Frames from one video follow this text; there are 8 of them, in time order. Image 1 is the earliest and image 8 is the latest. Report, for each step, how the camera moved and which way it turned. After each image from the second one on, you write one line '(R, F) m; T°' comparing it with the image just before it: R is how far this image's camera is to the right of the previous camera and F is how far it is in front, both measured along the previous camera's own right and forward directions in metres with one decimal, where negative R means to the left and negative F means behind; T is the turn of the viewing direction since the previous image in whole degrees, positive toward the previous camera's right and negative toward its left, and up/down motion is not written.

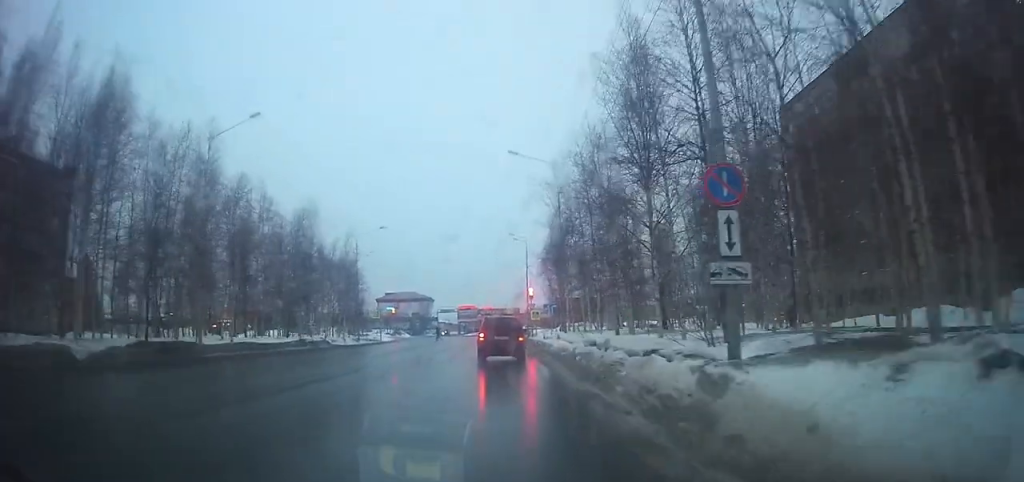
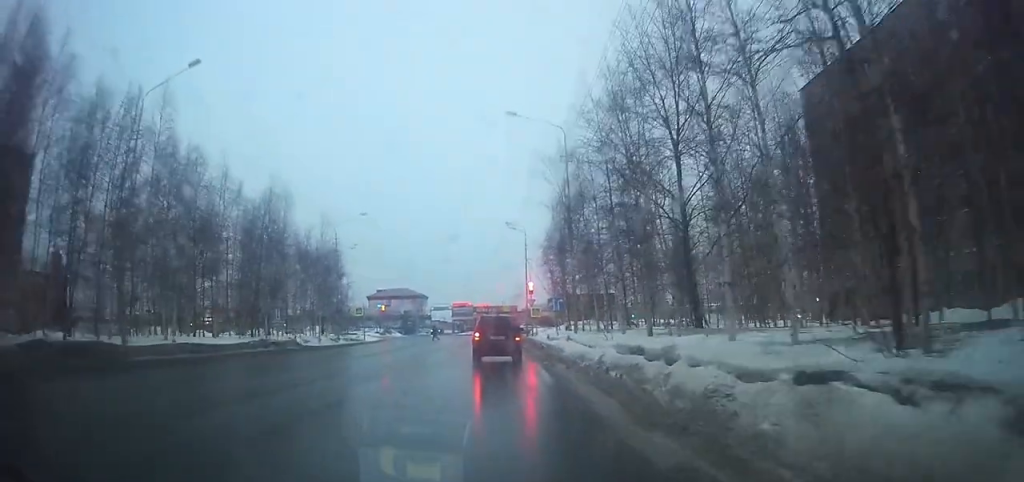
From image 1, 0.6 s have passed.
(-0.1, +7.0) m; 0°
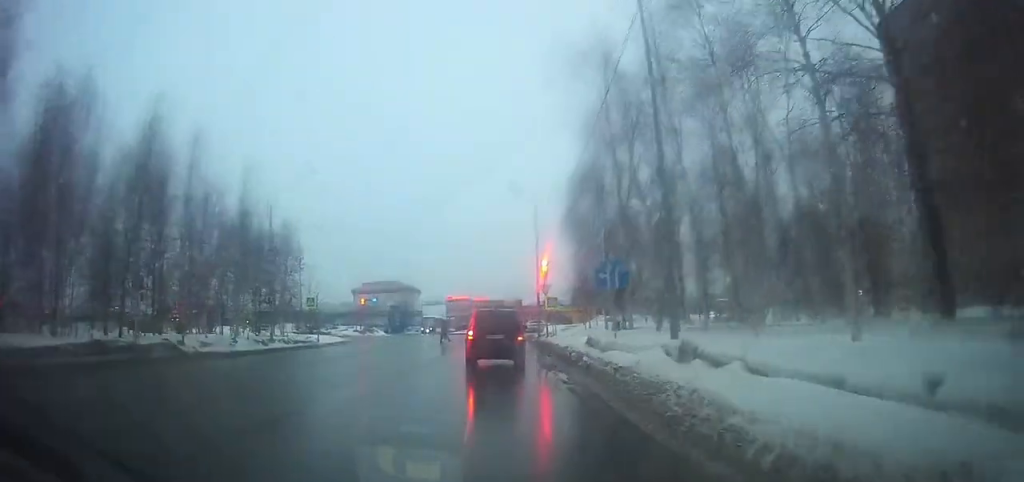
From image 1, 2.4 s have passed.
(-0.2, +19.5) m; -1°
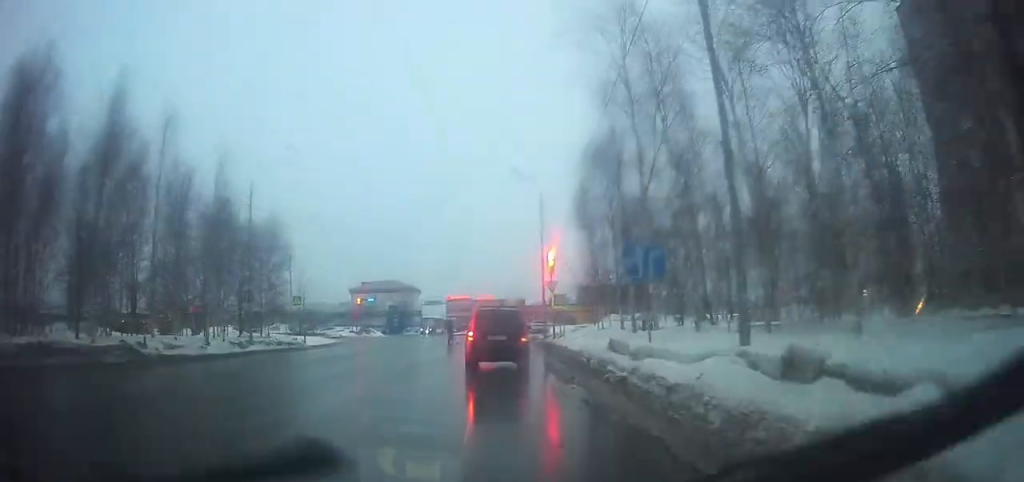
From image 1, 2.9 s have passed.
(0.0, +4.5) m; 0°
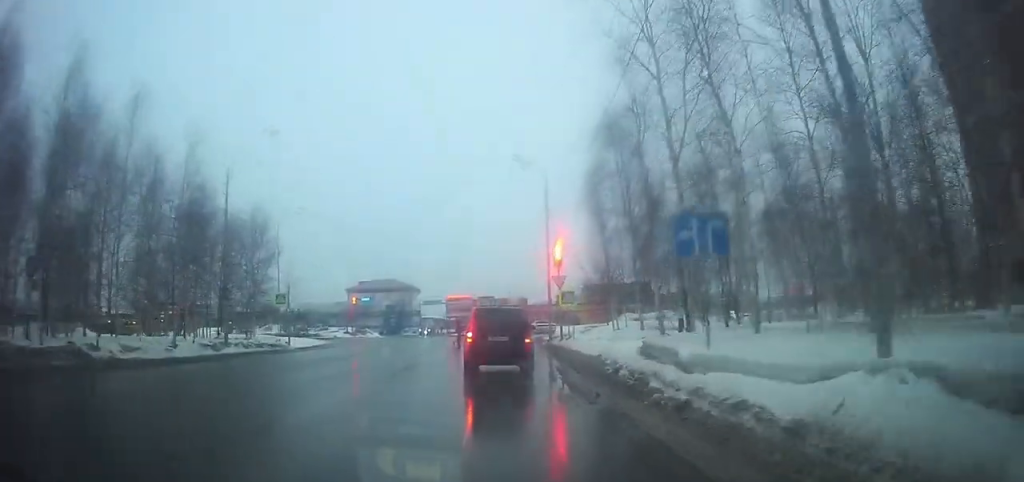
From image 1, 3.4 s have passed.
(0.0, +3.9) m; 0°
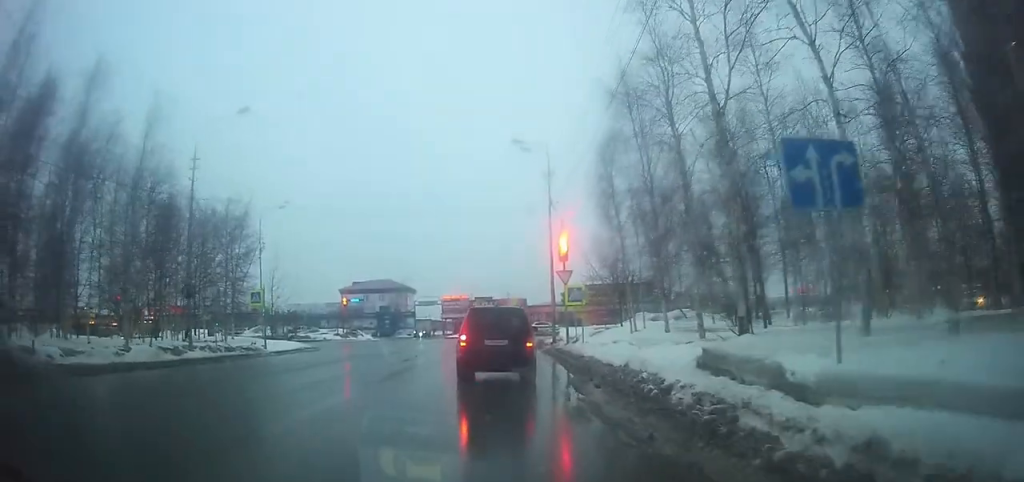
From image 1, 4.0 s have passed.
(0.0, +4.4) m; 0°
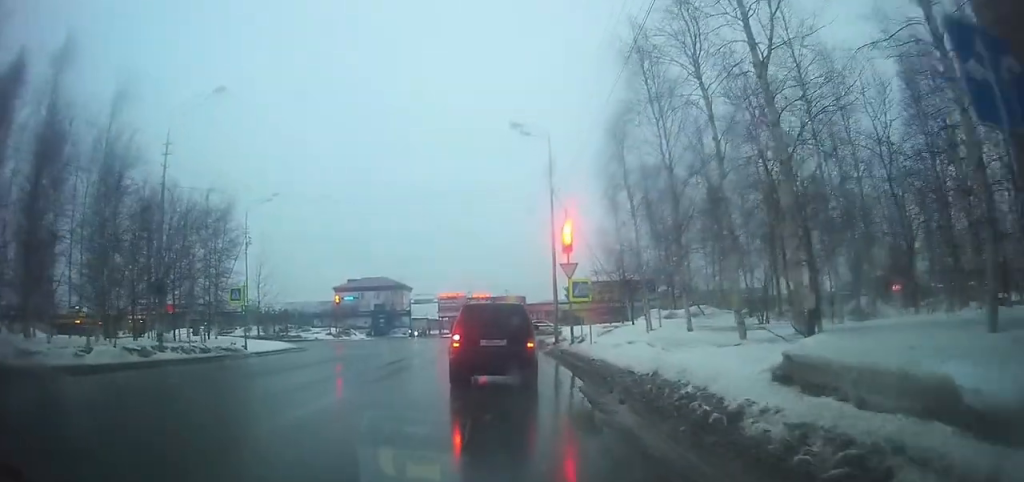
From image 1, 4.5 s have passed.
(0.0, +2.8) m; 0°
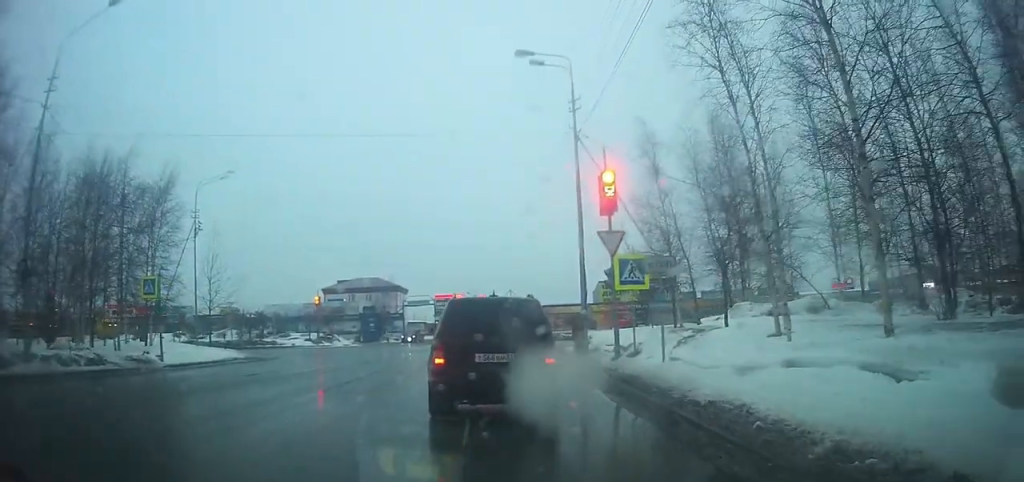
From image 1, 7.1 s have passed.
(+0.1, +12.7) m; +1°
